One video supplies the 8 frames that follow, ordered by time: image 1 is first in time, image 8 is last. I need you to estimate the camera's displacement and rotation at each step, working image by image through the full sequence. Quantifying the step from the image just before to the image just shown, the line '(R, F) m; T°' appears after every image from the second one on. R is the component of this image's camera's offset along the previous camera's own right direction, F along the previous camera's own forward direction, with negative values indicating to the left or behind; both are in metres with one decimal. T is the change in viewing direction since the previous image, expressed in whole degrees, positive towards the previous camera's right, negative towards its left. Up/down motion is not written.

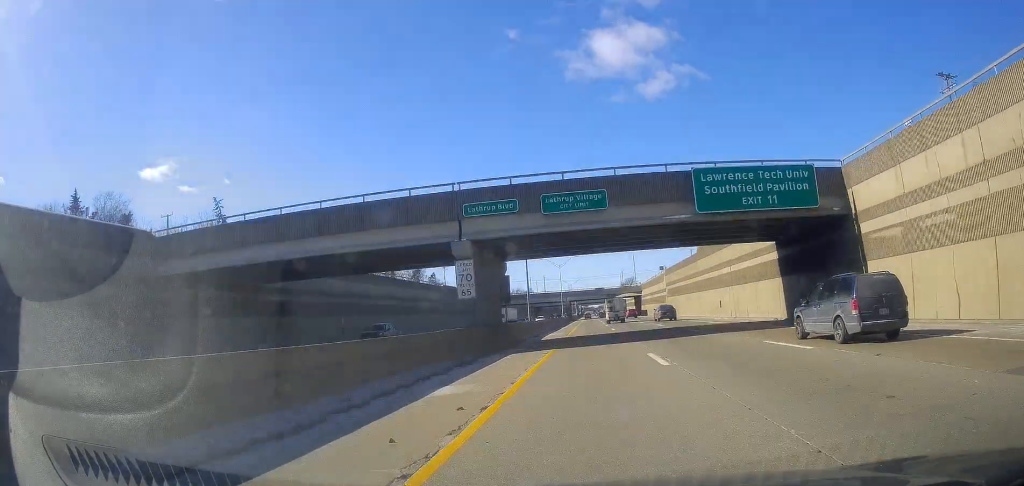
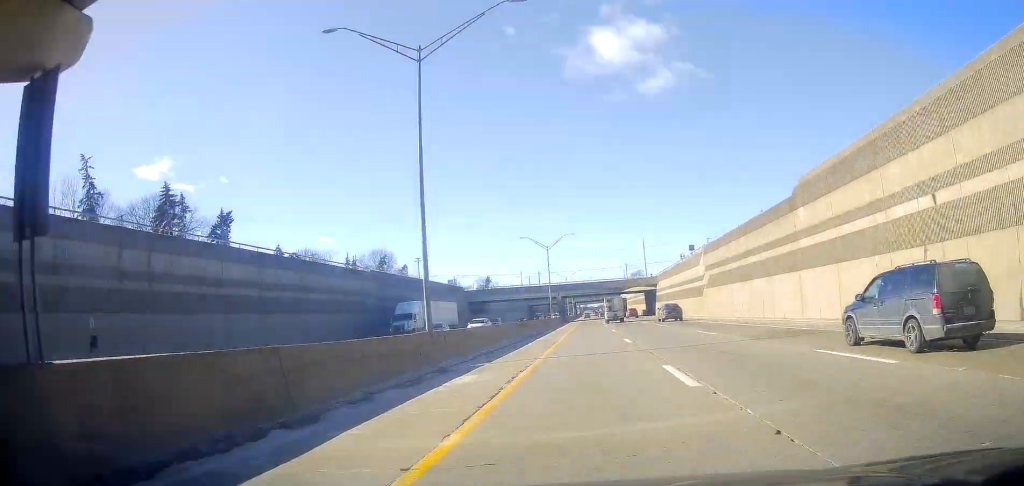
(-0.3, +35.2) m; 0°
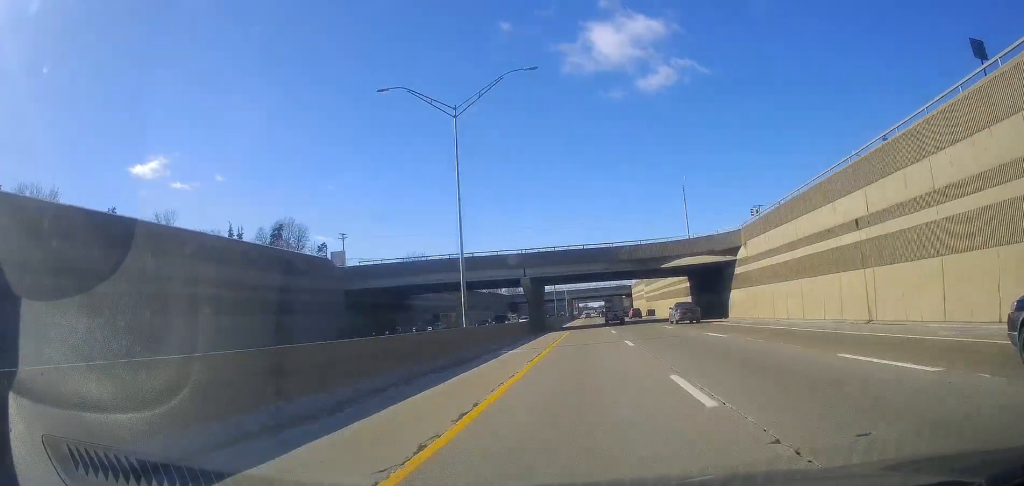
(+0.7, +63.2) m; 0°
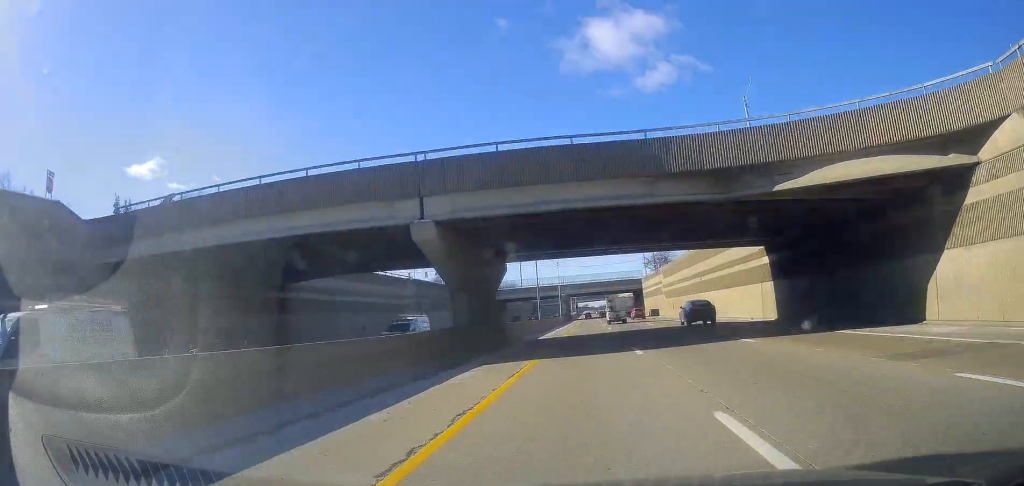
(-0.4, +35.3) m; +1°
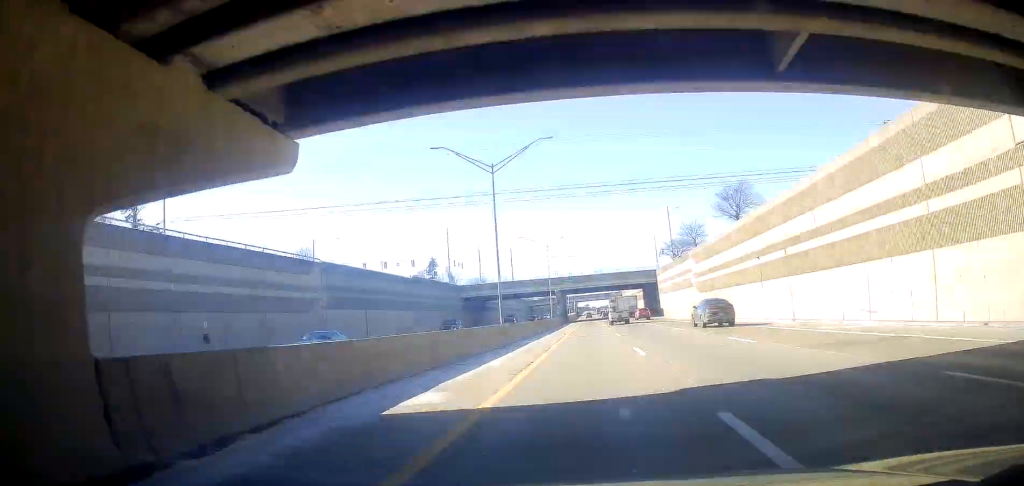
(+0.7, +30.5) m; 0°
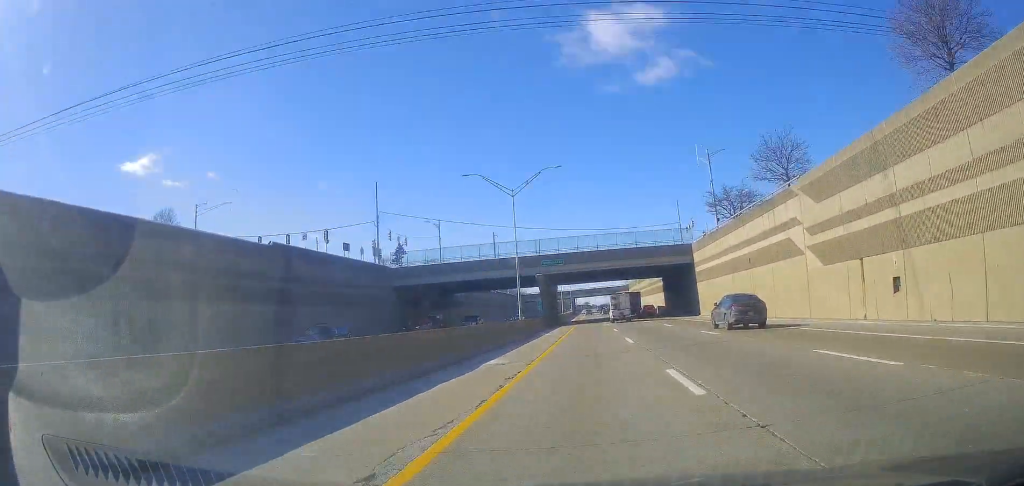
(-0.7, +40.3) m; -1°
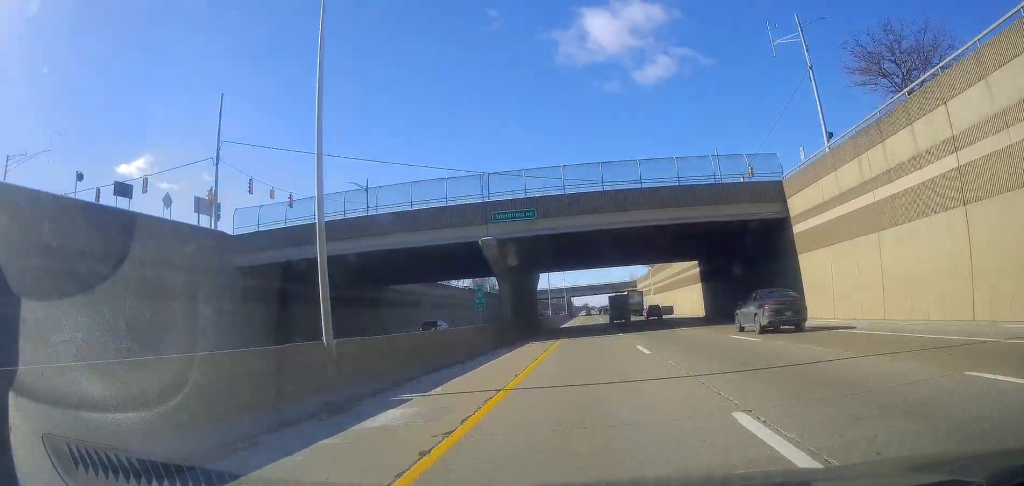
(-0.1, +36.7) m; +1°
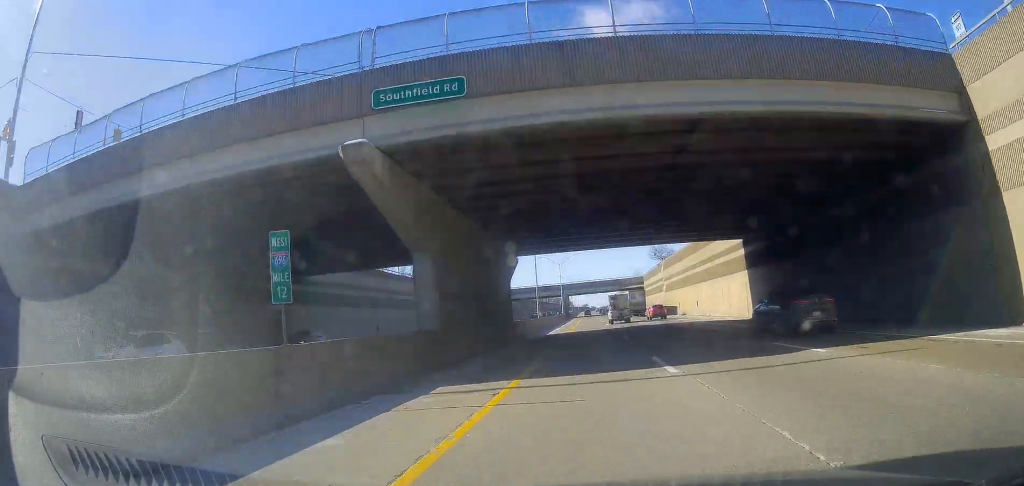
(+0.2, +20.8) m; +1°
